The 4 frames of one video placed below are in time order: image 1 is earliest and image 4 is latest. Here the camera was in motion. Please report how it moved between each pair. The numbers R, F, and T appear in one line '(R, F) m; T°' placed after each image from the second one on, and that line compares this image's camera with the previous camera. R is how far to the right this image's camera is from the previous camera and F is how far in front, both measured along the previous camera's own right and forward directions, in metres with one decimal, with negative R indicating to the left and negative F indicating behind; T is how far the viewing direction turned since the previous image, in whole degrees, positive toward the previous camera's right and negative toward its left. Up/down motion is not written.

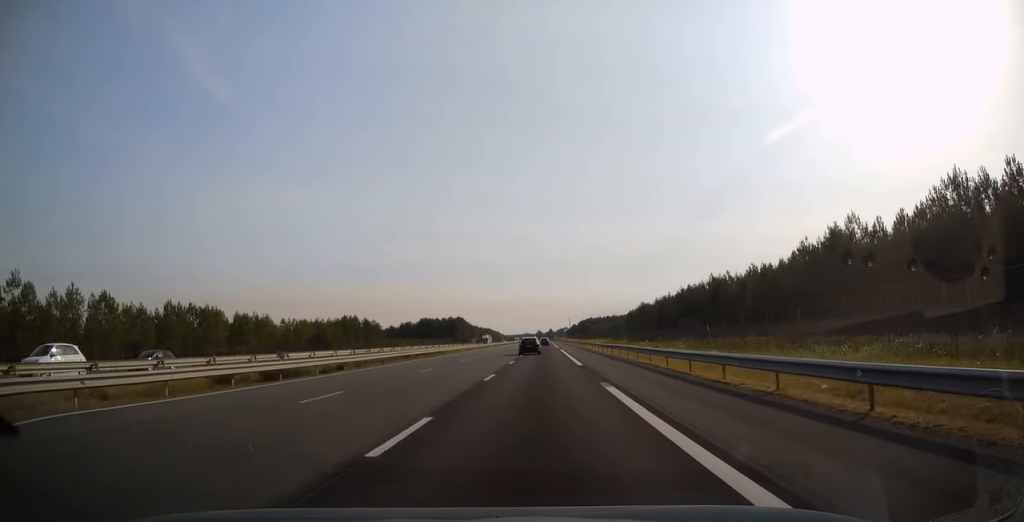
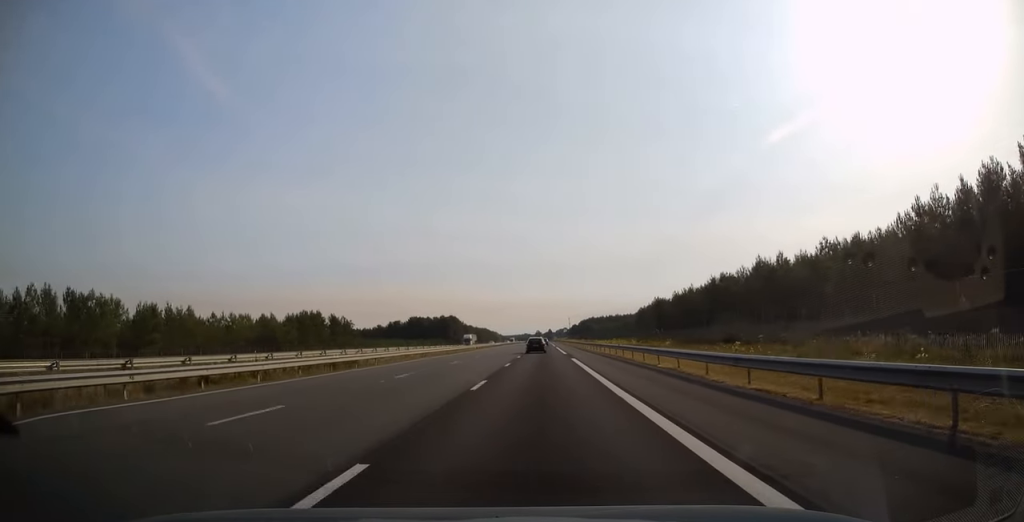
(0.0, +30.1) m; 0°
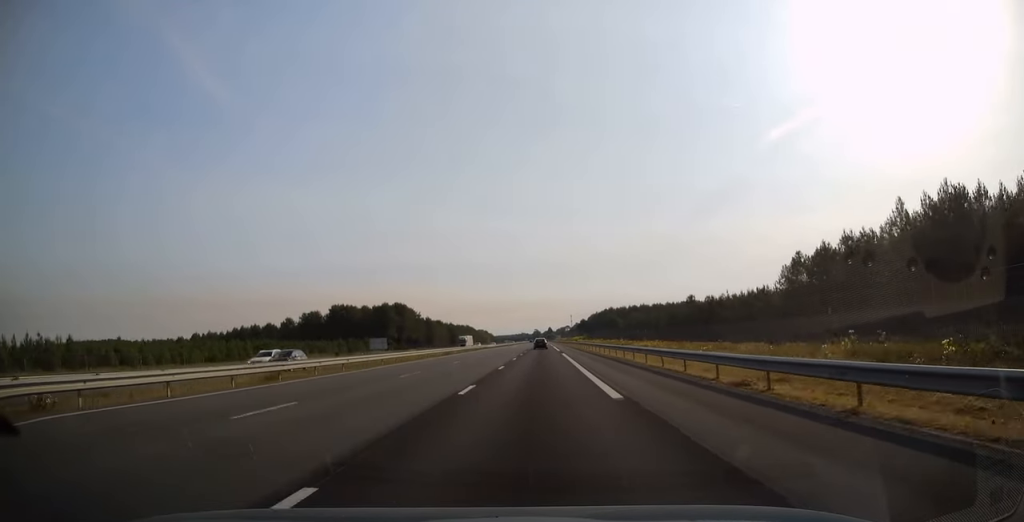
(+0.4, +142.1) m; 0°
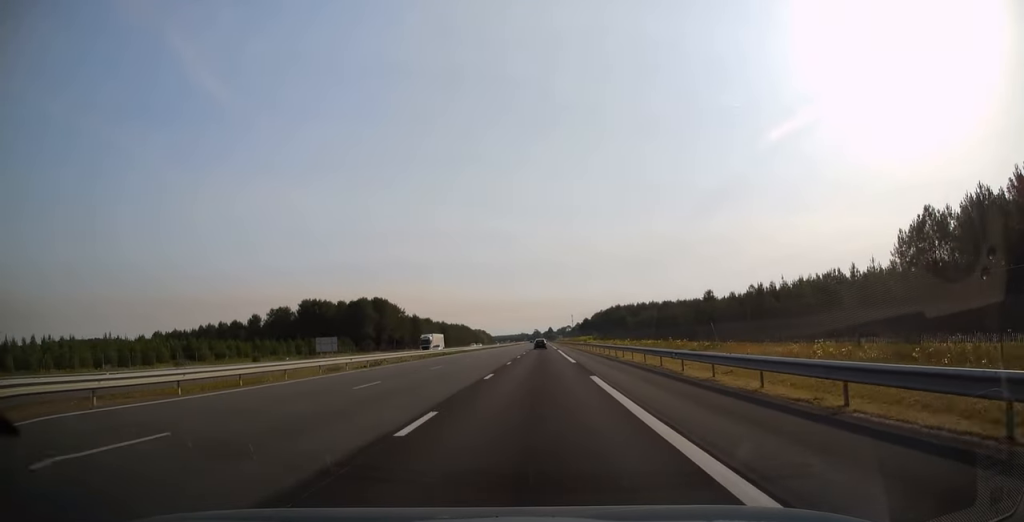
(+0.2, +31.6) m; 0°
